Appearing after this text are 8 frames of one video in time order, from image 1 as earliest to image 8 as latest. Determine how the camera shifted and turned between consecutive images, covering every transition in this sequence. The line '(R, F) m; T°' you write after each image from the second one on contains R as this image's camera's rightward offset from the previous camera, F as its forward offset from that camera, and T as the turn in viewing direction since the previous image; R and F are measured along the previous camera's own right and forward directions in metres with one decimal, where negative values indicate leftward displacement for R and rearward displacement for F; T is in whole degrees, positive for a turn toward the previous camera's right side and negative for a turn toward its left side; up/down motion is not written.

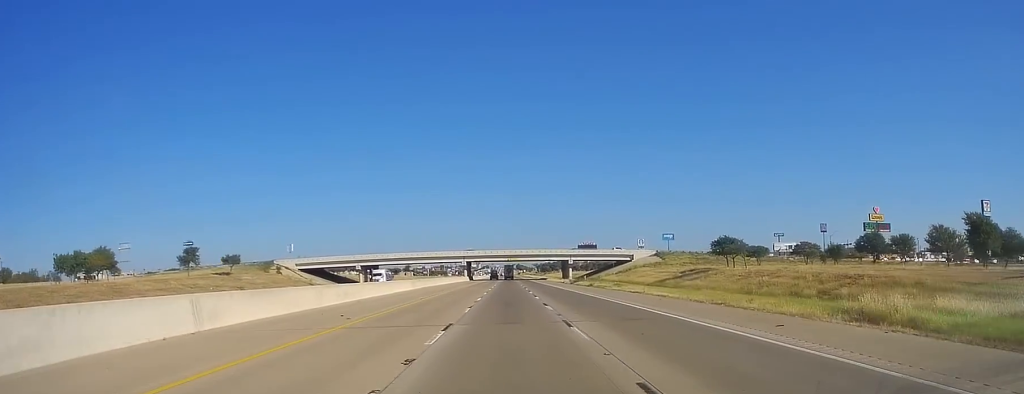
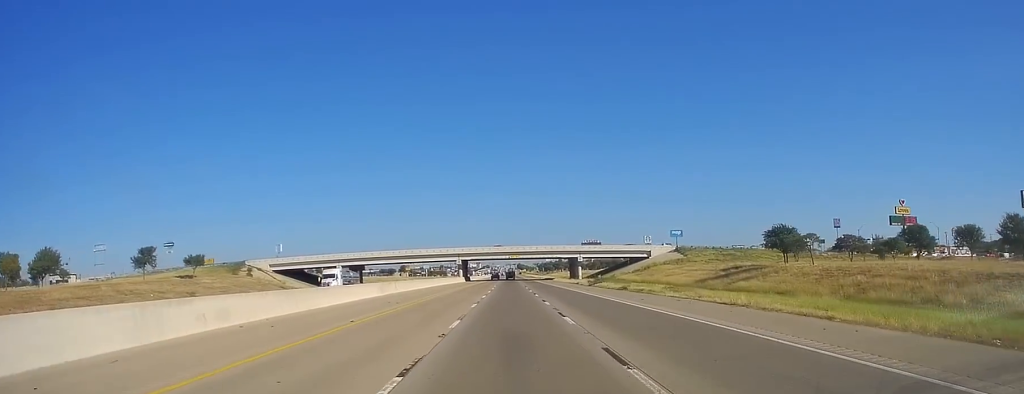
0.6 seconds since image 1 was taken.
(-0.3, +20.0) m; -1°
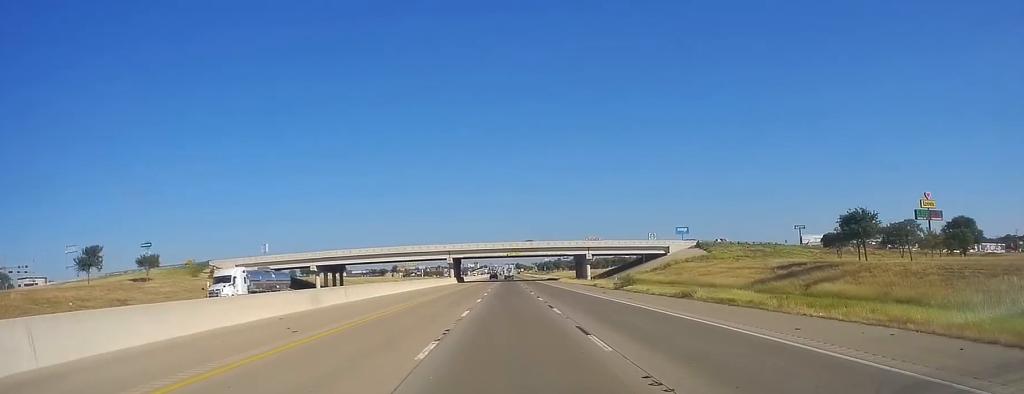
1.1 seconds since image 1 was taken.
(0.0, +18.8) m; 0°
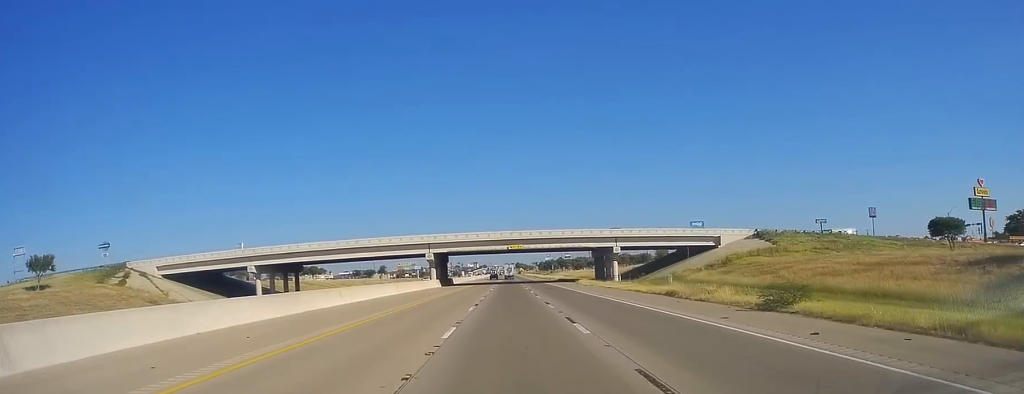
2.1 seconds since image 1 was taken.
(0.0, +32.5) m; -1°
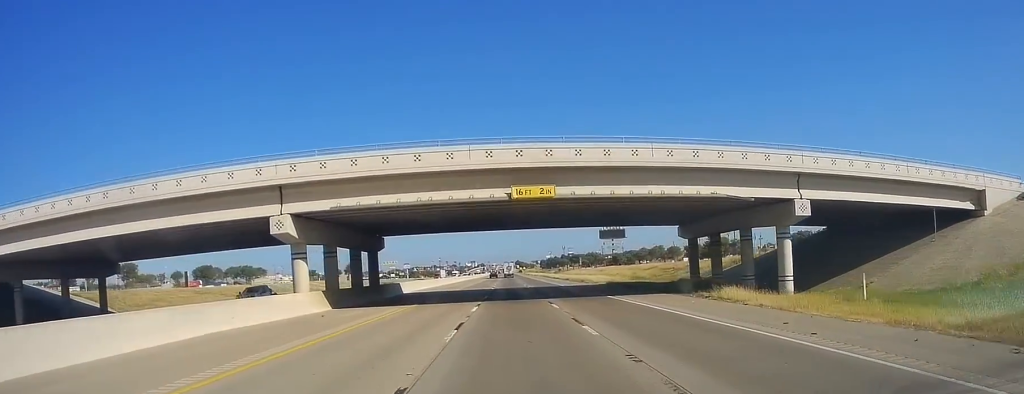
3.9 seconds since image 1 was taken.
(-1.0, +61.5) m; 0°
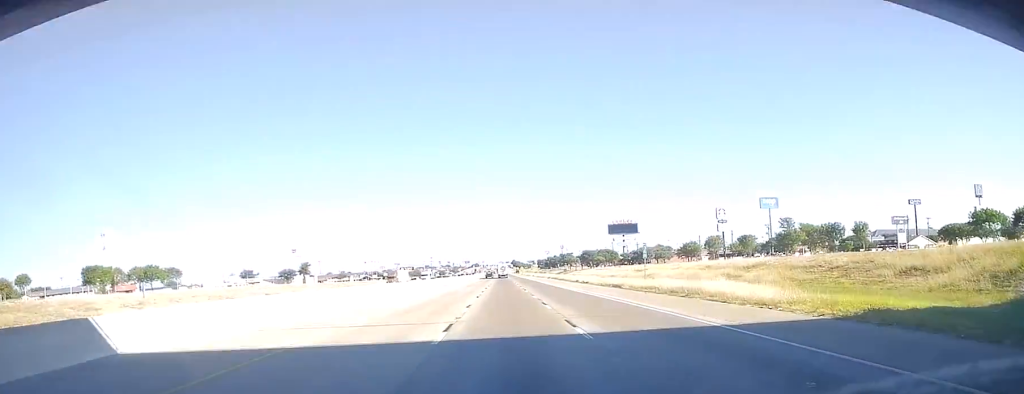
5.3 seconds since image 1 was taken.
(+0.4, +49.2) m; +1°
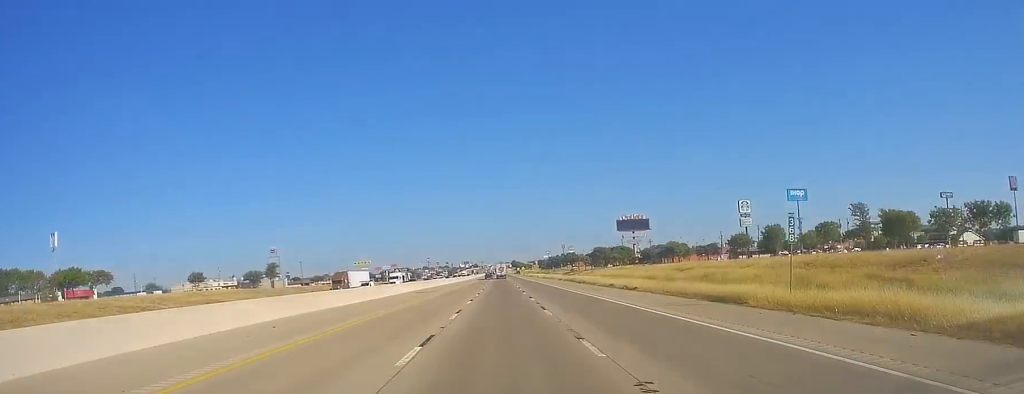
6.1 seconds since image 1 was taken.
(+0.2, +27.5) m; 0°
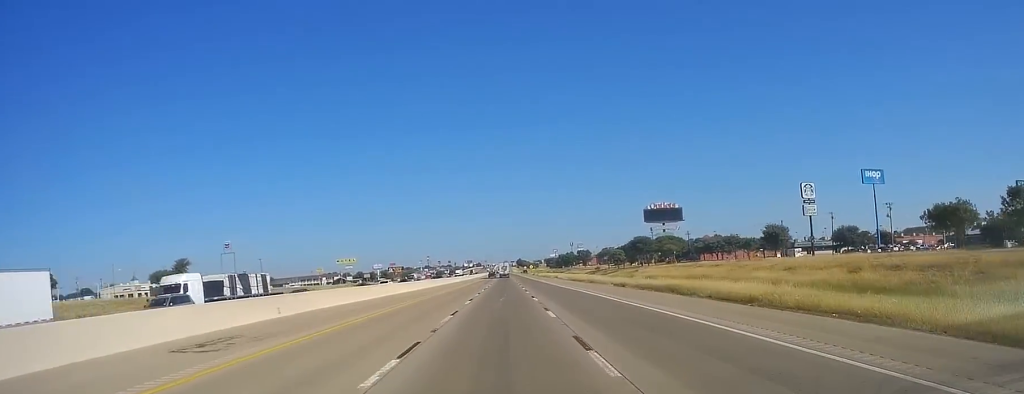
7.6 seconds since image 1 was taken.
(+0.2, +51.1) m; -1°
